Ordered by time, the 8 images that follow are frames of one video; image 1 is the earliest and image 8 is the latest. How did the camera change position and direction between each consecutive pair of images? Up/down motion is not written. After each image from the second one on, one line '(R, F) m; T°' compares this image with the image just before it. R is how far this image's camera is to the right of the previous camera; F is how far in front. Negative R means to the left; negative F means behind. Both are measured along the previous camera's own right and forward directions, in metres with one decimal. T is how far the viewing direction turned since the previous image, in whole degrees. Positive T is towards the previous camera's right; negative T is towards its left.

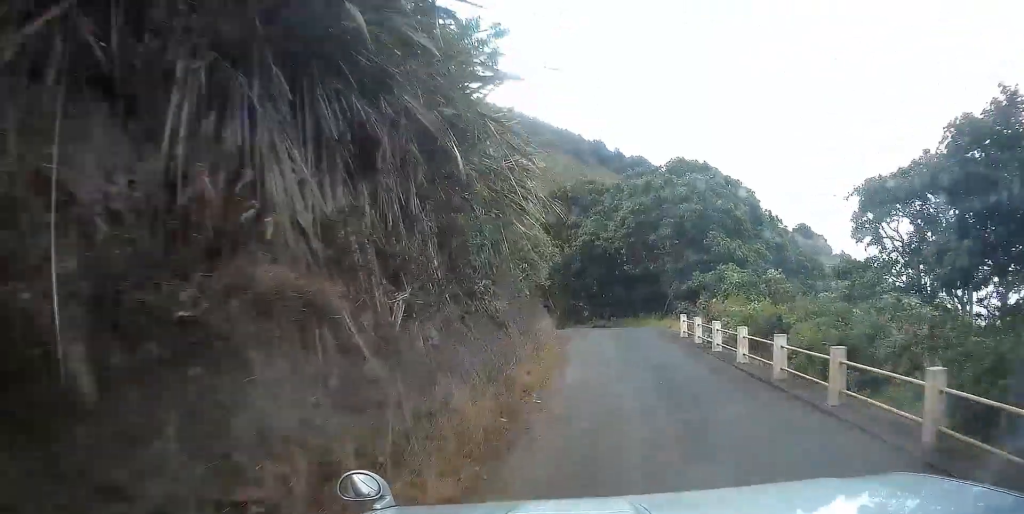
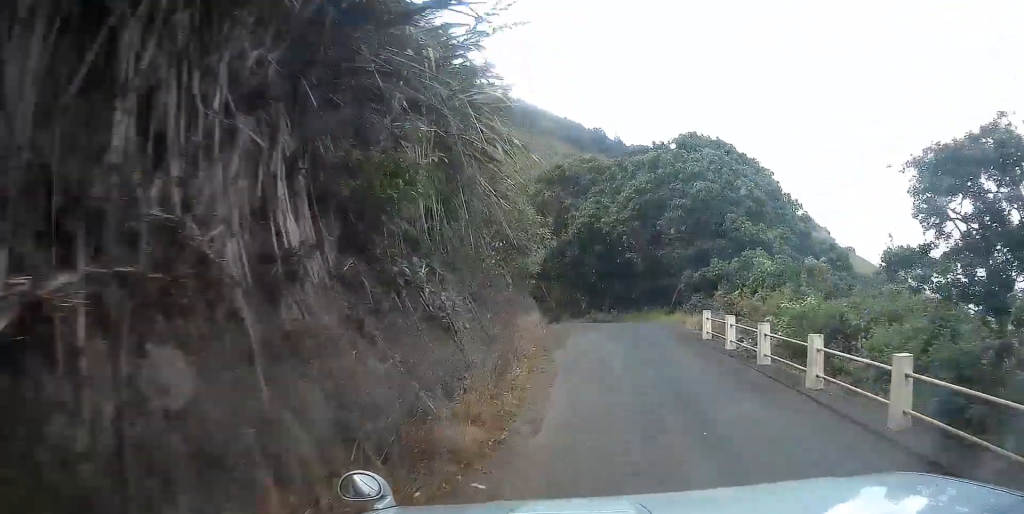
(+0.2, +4.4) m; +1°
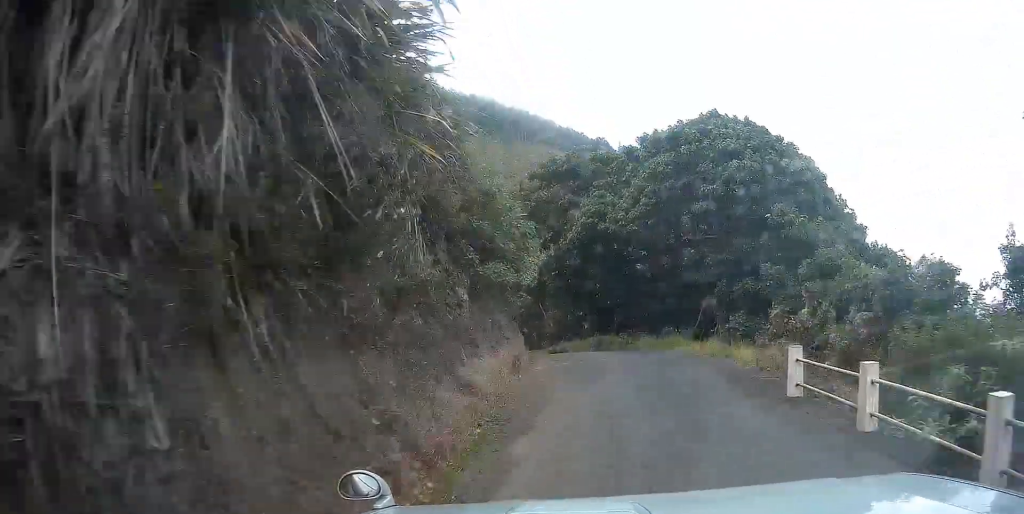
(-0.1, +6.4) m; -2°
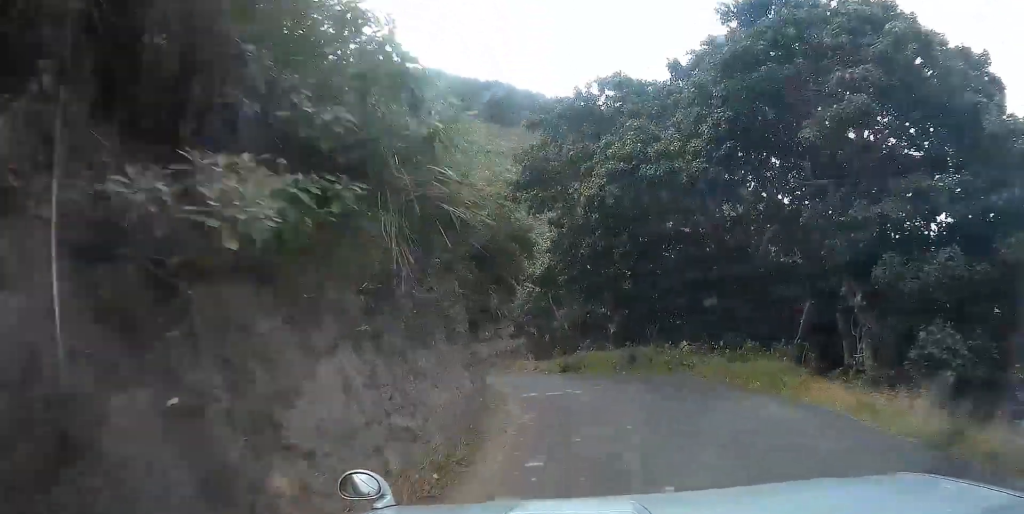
(-0.4, +10.8) m; -4°
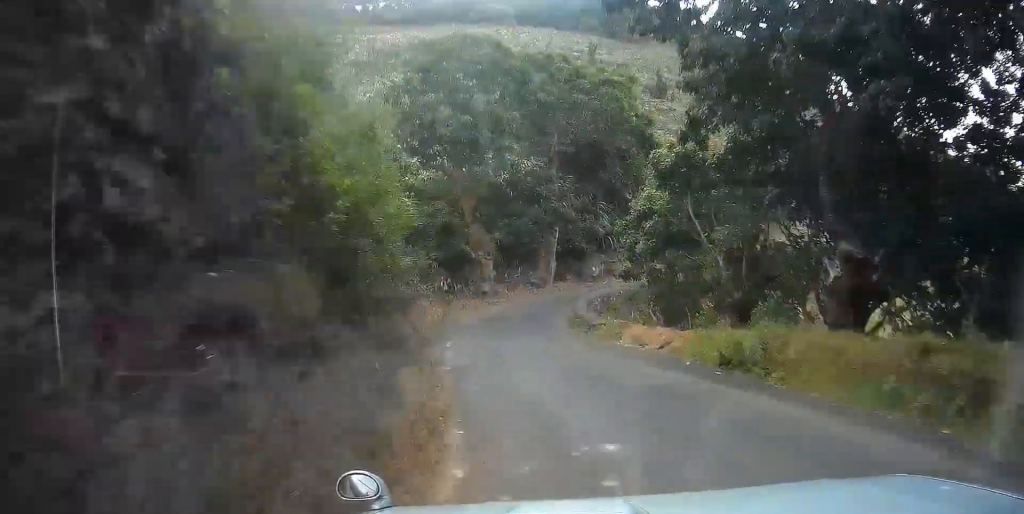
(-0.6, +14.5) m; -8°
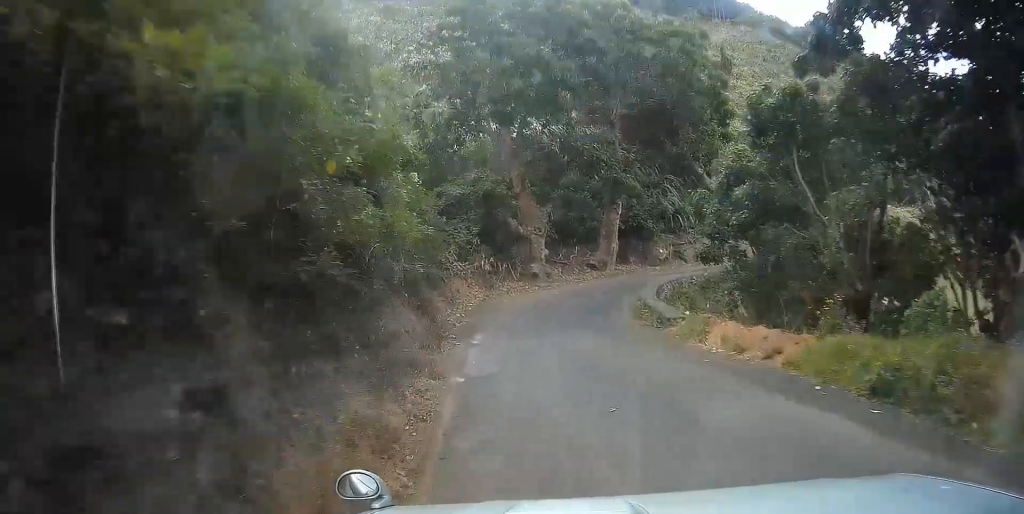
(0.0, +4.1) m; -4°
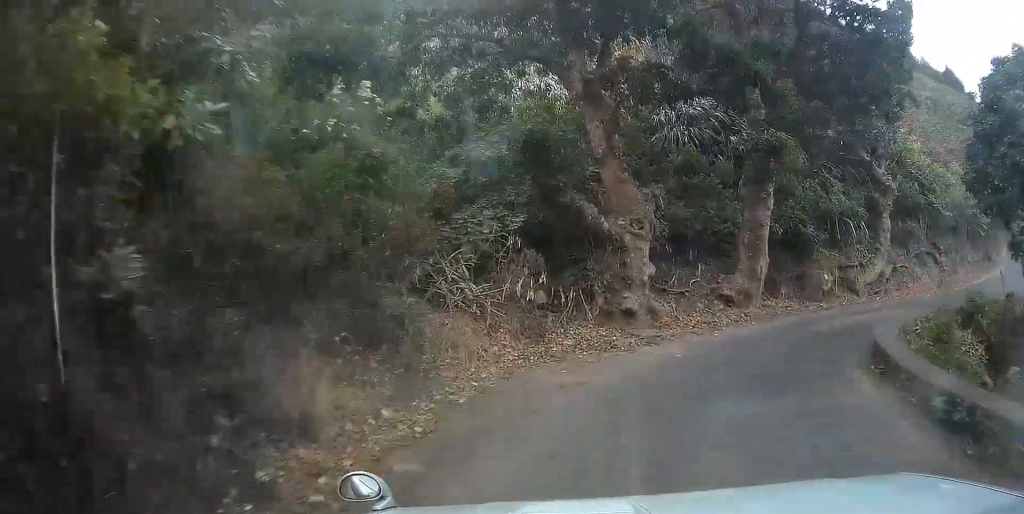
(-1.0, +10.5) m; -6°
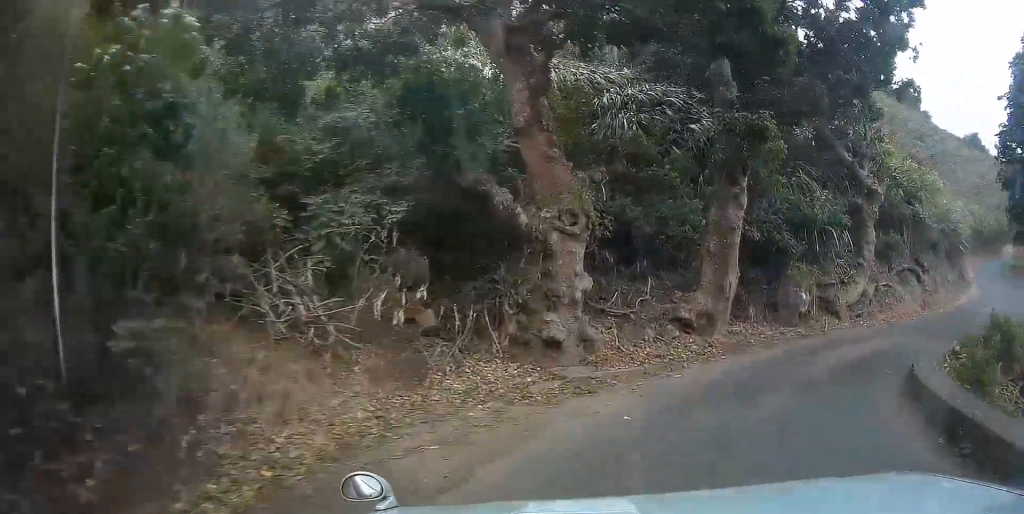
(0.0, +3.8) m; +3°
